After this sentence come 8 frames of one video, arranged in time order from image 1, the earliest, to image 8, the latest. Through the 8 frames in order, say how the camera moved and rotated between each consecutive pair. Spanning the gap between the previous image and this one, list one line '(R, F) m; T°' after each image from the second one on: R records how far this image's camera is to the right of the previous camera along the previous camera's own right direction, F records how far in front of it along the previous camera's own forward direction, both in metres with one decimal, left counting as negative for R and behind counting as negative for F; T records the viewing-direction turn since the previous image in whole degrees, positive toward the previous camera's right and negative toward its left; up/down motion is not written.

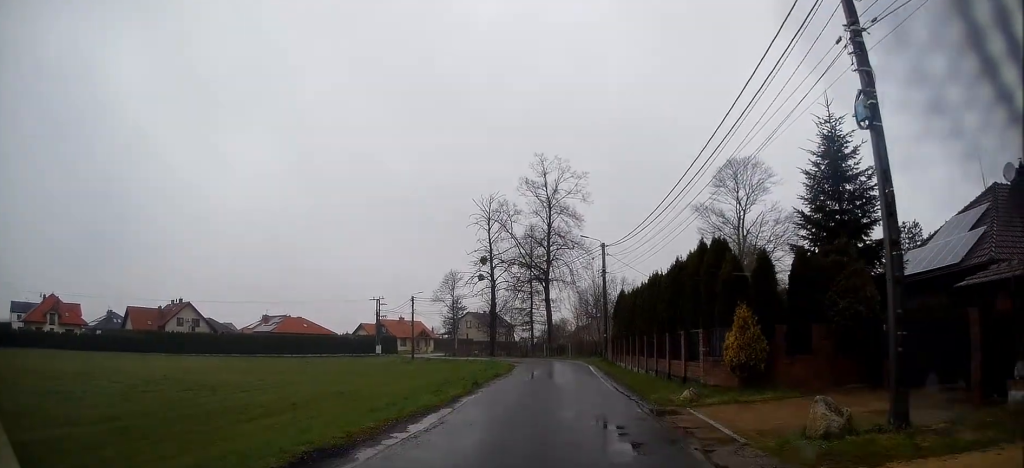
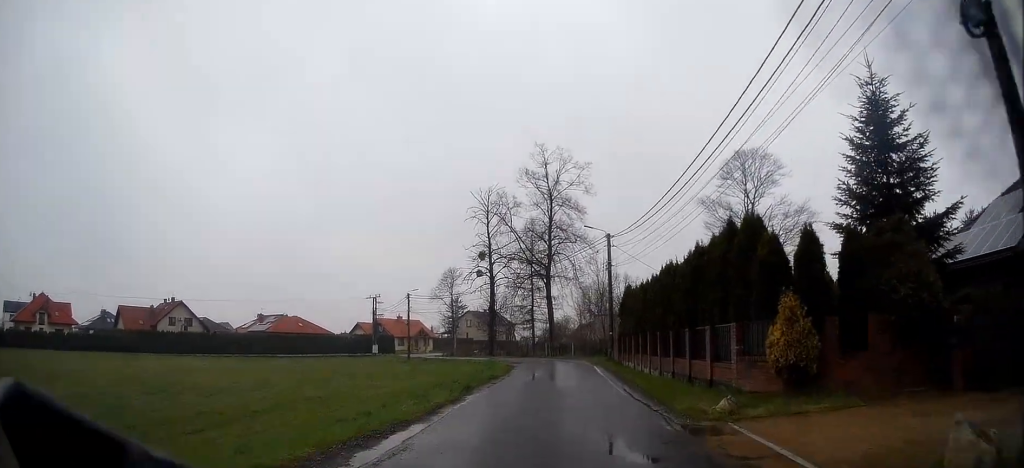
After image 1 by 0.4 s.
(+0.1, +3.2) m; +1°
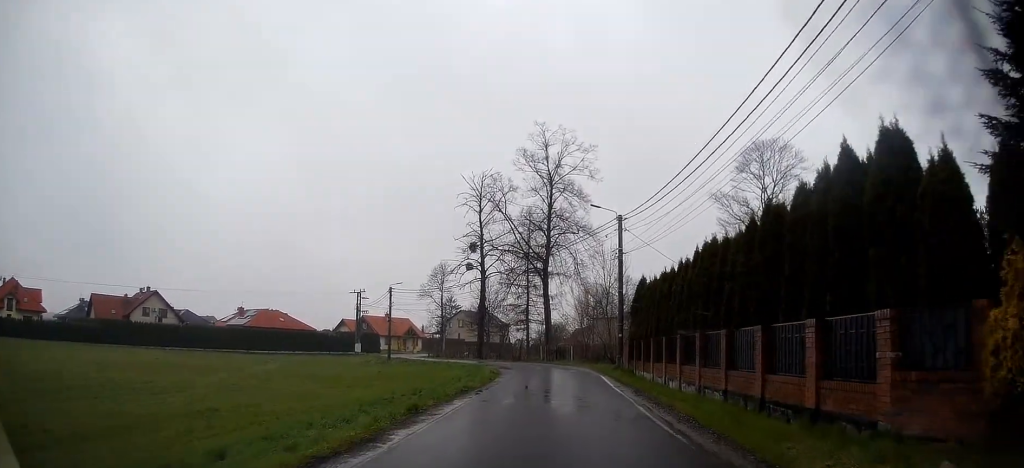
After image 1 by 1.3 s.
(+0.1, +6.9) m; +1°
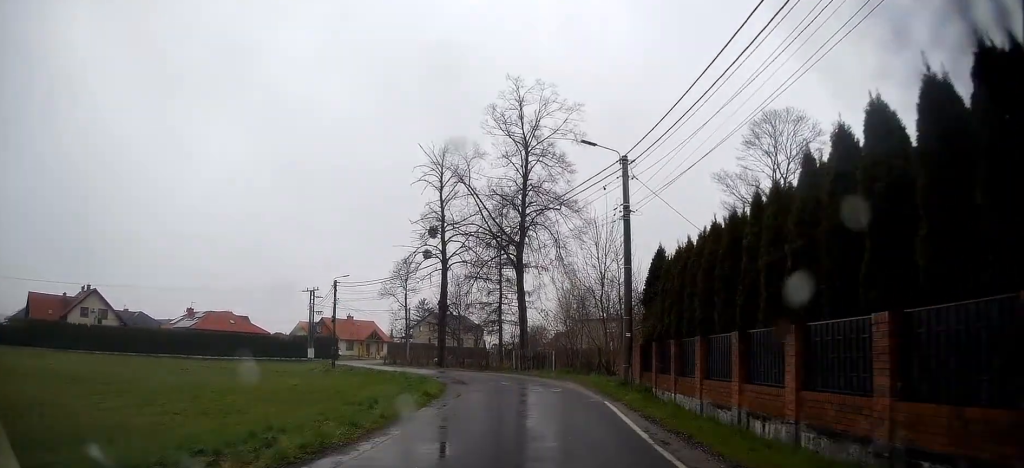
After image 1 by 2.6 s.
(+0.1, +10.7) m; +1°
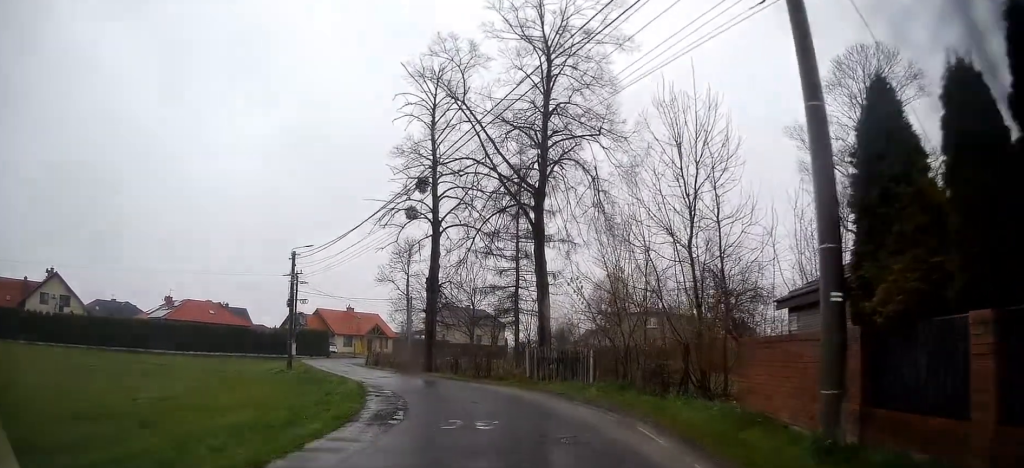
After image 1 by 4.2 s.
(-0.2, +14.0) m; -5°
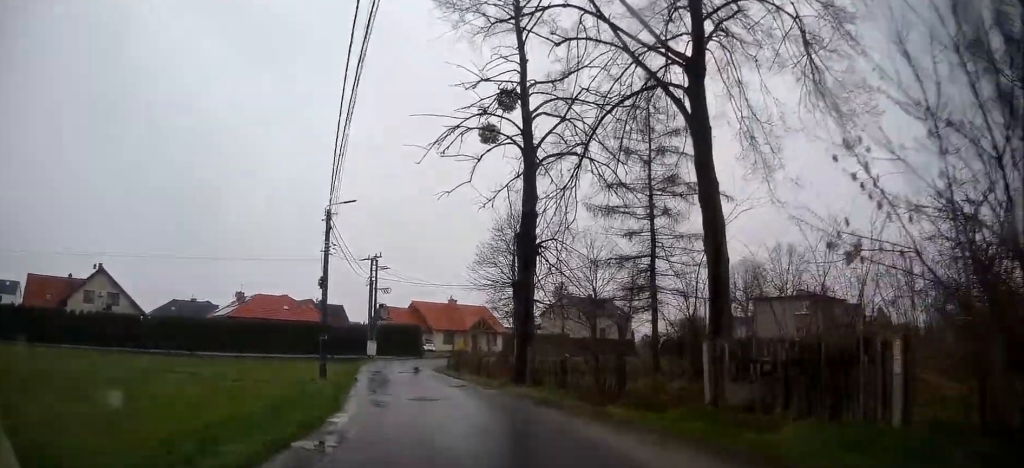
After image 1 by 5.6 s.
(-0.9, +13.1) m; -8°
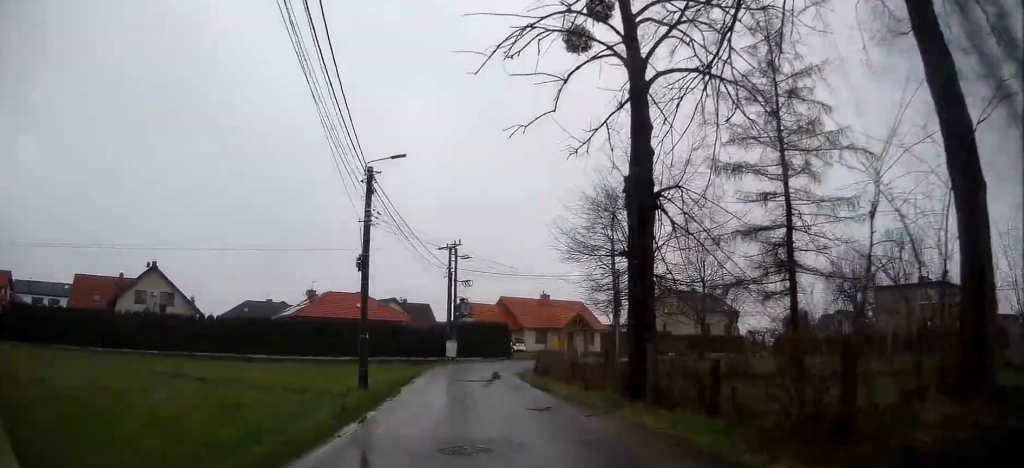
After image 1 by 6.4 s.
(-0.3, +7.3) m; -8°
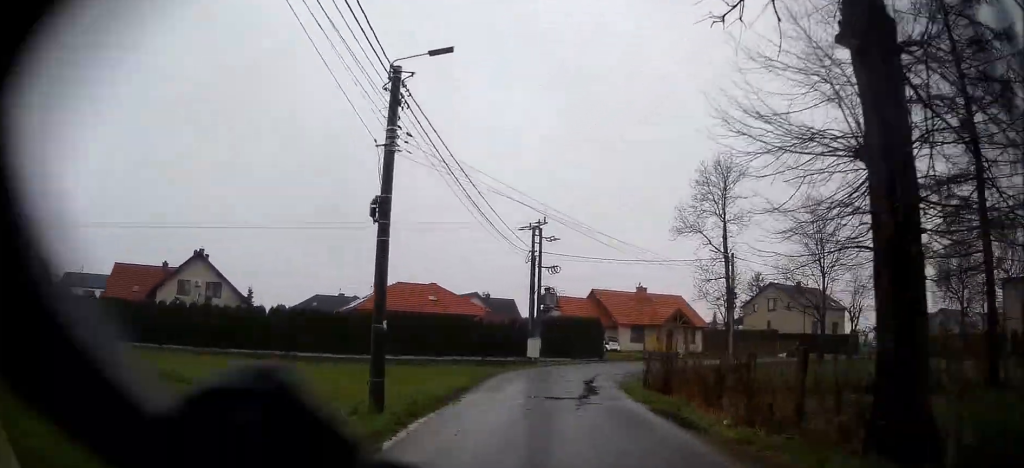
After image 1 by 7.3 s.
(-0.7, +8.0) m; -8°
